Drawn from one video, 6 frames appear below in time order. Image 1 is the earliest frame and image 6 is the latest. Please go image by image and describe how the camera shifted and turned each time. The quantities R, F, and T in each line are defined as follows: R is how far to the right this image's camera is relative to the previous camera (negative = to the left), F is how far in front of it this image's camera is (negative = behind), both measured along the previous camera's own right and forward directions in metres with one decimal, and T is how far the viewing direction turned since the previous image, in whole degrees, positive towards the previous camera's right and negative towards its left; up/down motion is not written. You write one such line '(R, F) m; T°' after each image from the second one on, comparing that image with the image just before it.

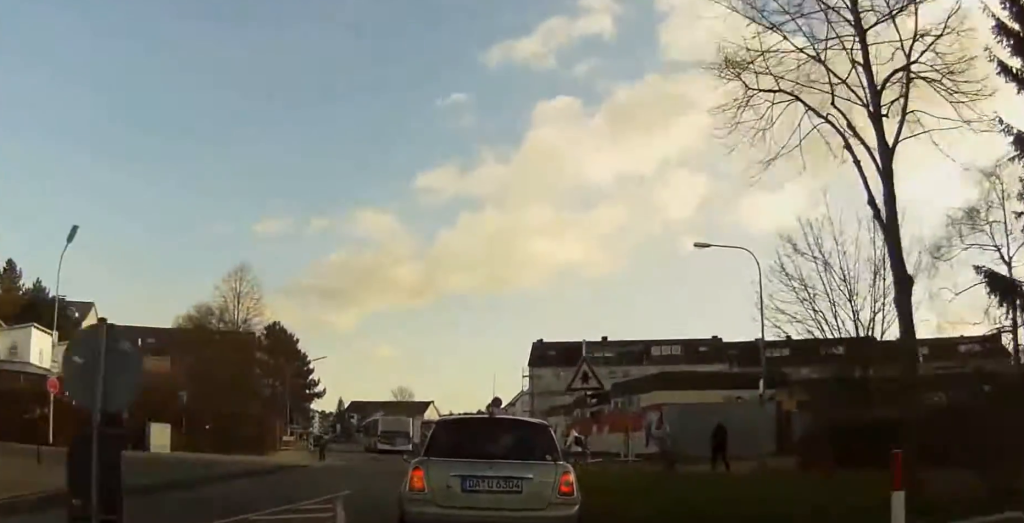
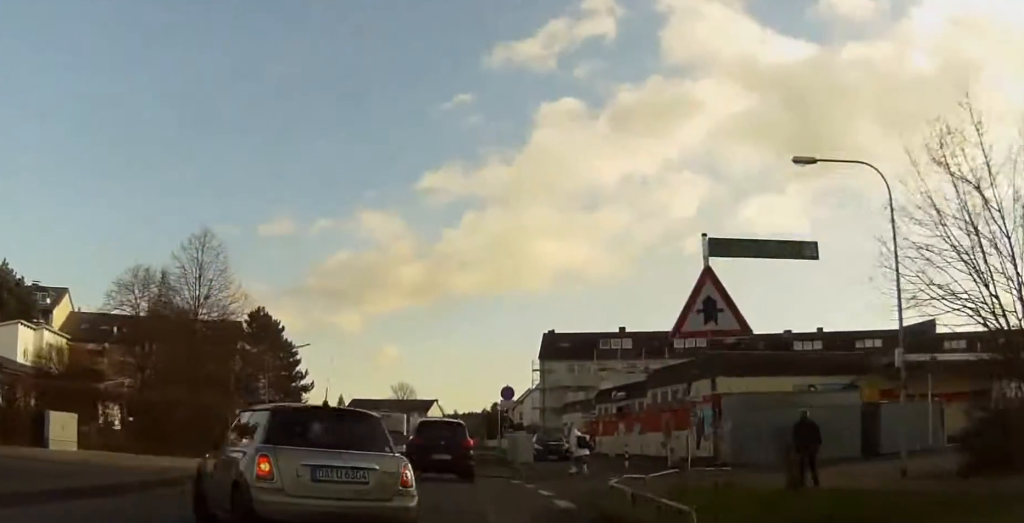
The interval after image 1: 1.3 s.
(-0.1, +10.1) m; 0°
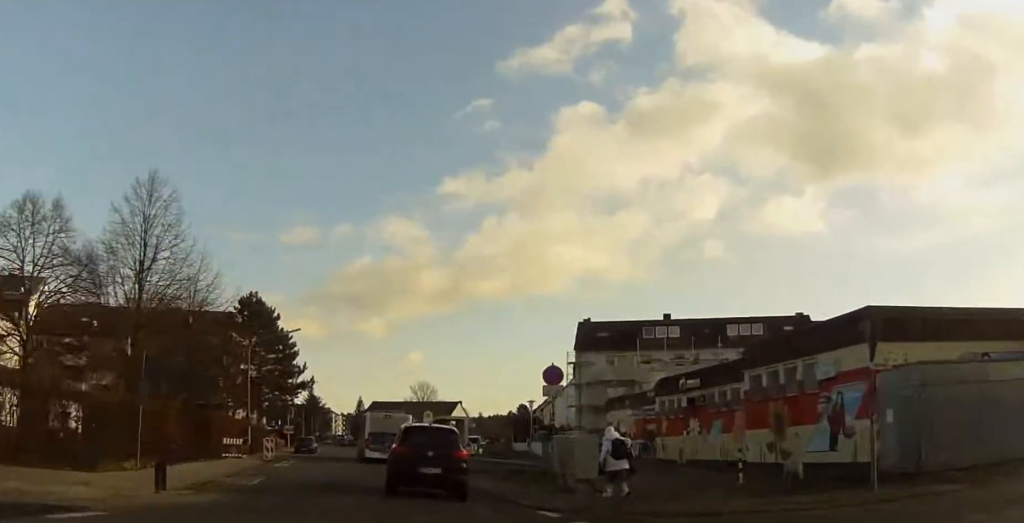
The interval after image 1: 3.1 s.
(0.0, +12.1) m; +1°
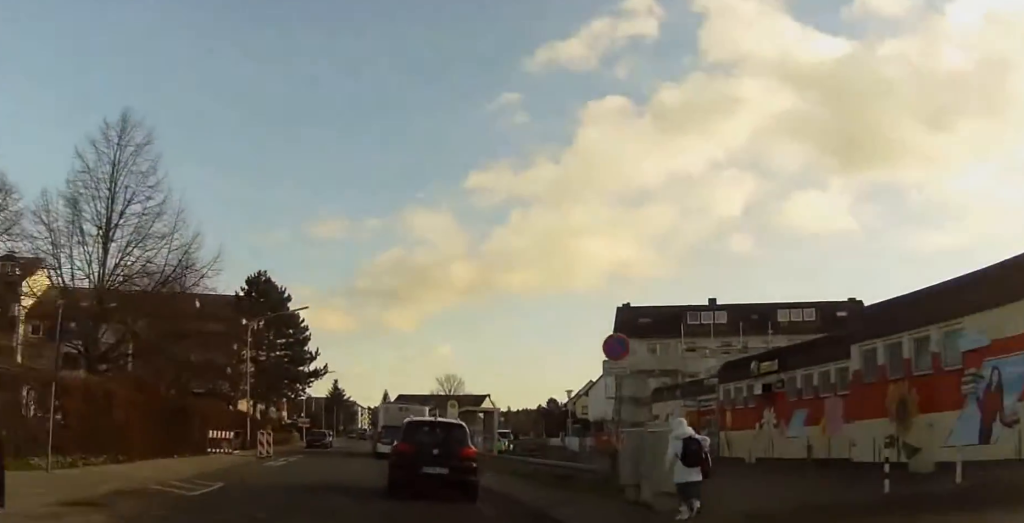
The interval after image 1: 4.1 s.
(+0.2, +6.5) m; -1°
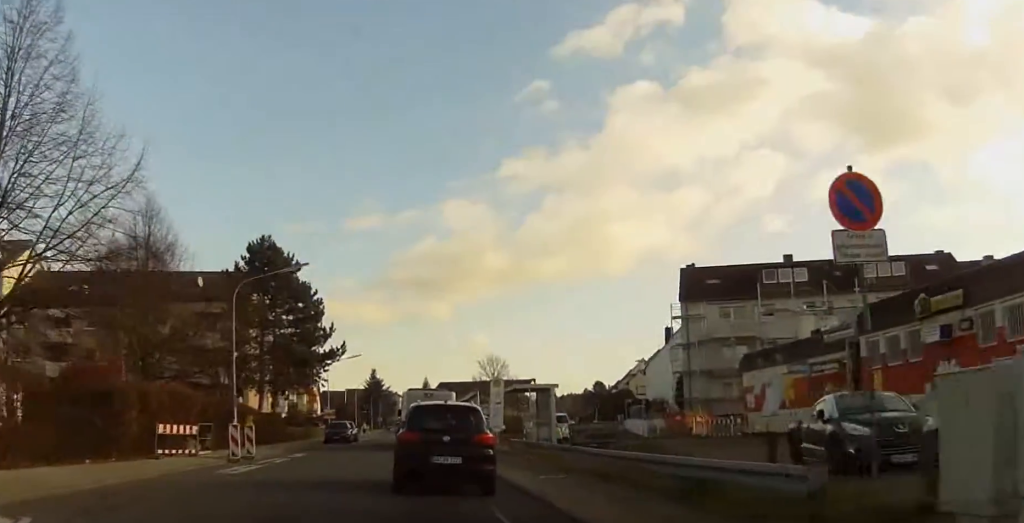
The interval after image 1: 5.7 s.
(-0.2, +10.2) m; -3°
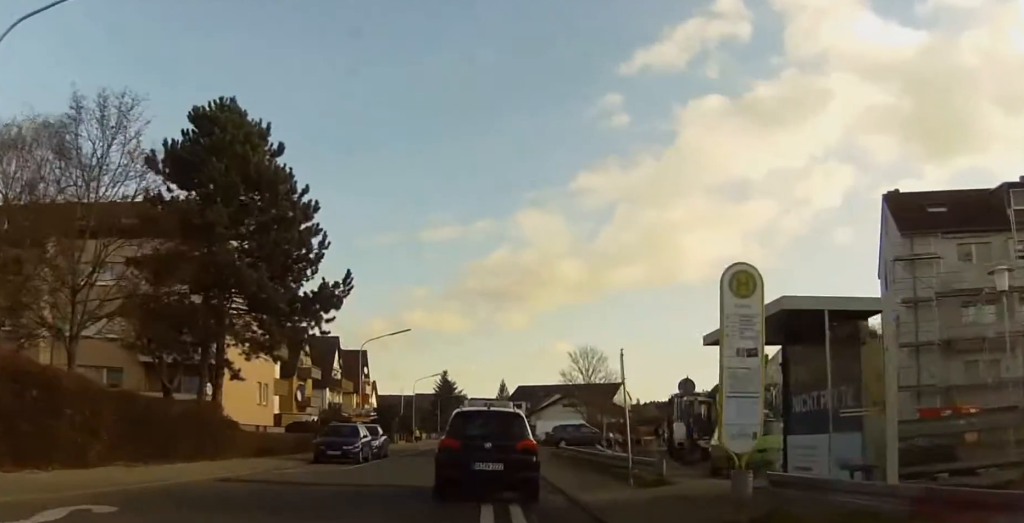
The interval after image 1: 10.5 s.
(-1.9, +26.1) m; -6°
